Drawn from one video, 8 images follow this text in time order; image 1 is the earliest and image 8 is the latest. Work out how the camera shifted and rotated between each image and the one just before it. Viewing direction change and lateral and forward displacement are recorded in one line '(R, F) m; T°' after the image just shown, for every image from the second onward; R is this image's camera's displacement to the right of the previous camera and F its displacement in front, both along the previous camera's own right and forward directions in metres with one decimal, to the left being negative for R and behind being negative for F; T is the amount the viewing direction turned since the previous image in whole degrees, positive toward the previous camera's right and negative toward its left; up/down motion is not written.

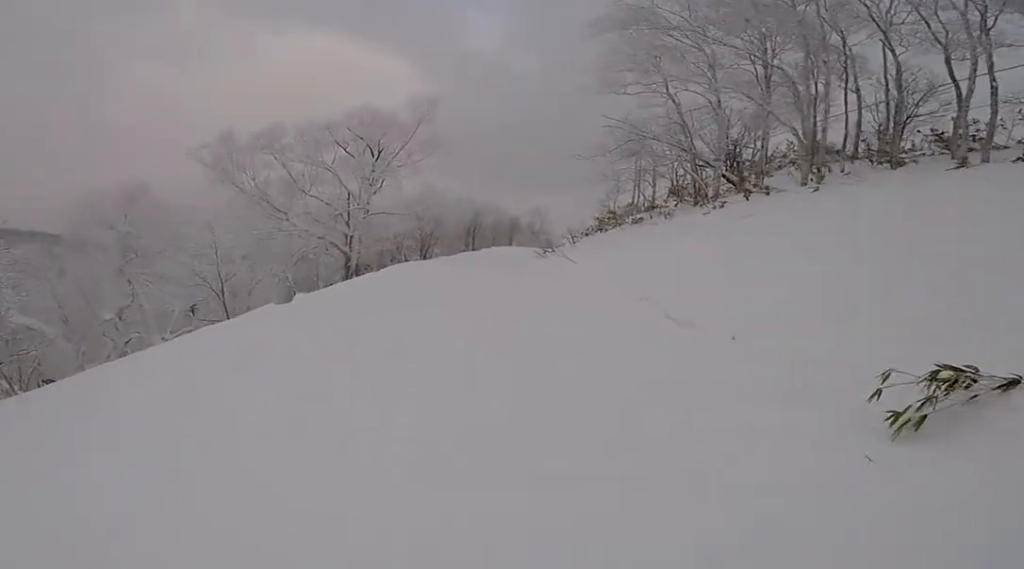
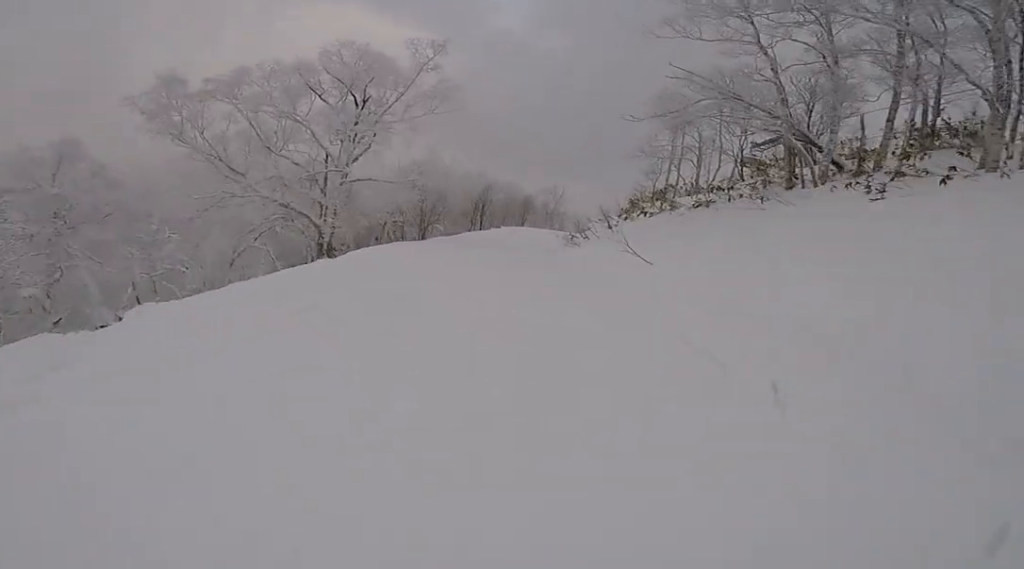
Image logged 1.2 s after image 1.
(-0.2, +5.4) m; +6°
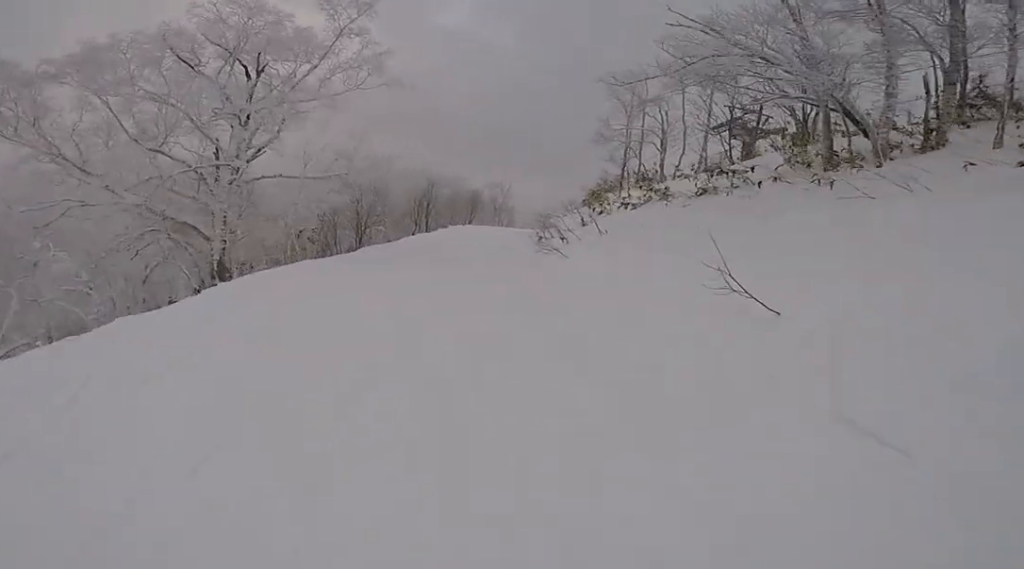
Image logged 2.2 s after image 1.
(+0.5, +4.3) m; +5°
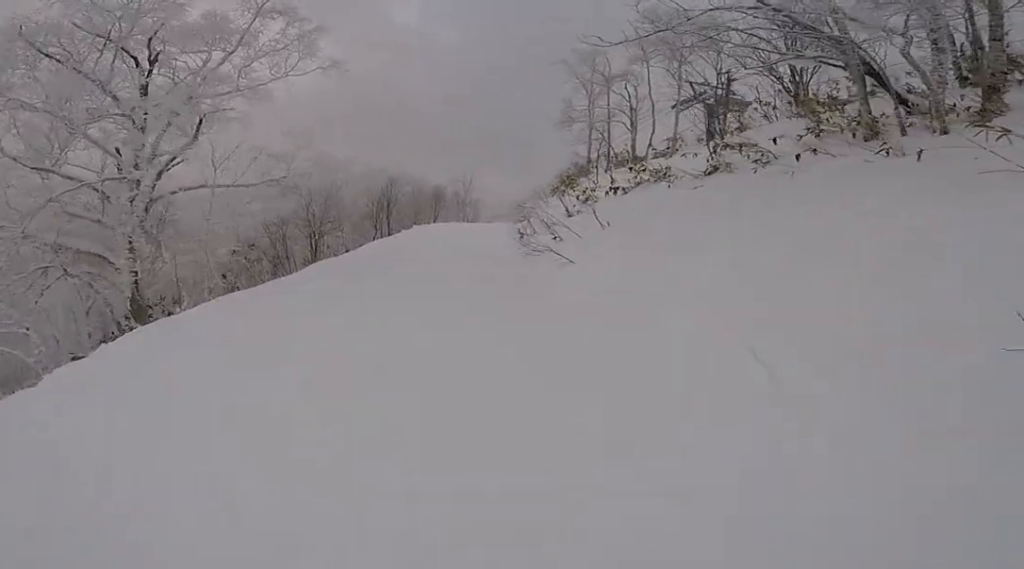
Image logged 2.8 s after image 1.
(+0.4, +2.2) m; -3°
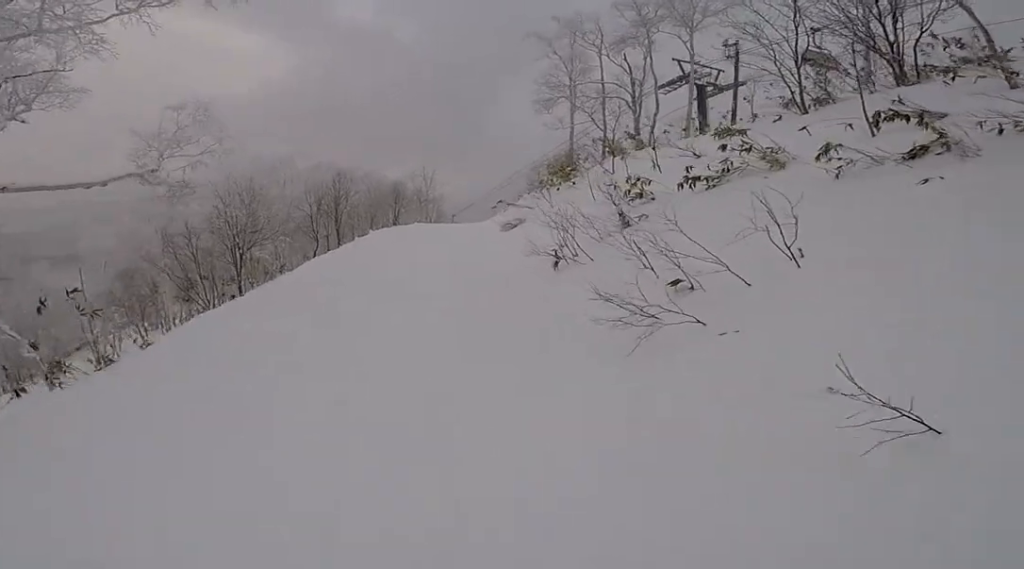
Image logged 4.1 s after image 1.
(-0.7, +6.0) m; +6°
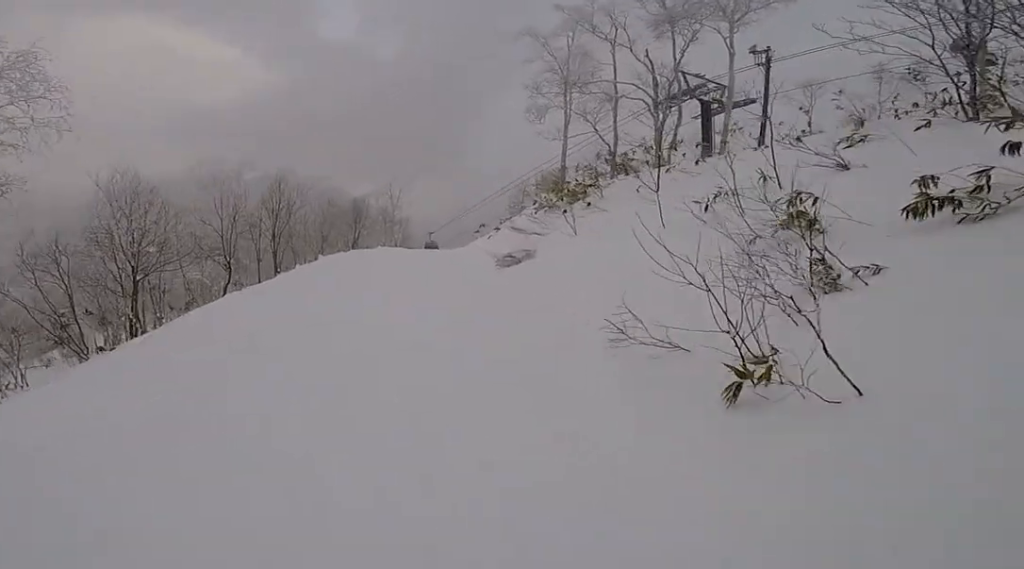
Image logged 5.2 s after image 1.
(+1.2, +5.3) m; +14°
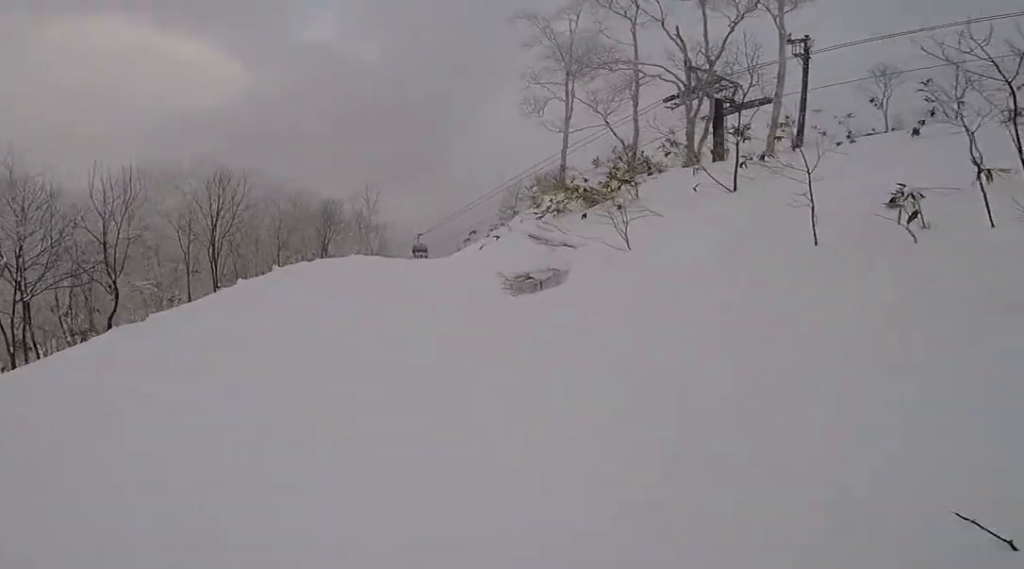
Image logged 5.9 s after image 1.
(+0.5, +3.9) m; -6°
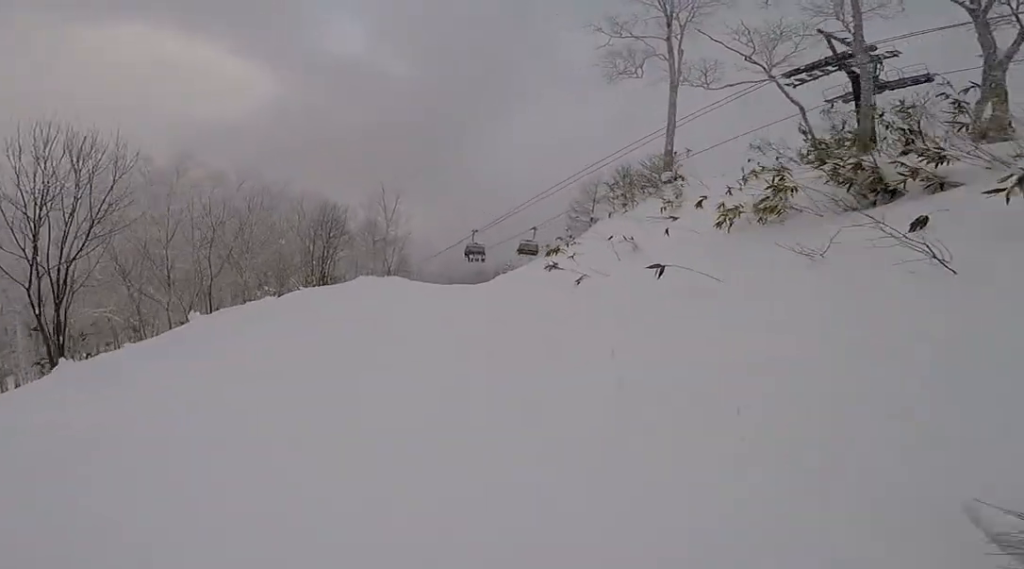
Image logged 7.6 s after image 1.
(-2.2, +8.7) m; -1°
